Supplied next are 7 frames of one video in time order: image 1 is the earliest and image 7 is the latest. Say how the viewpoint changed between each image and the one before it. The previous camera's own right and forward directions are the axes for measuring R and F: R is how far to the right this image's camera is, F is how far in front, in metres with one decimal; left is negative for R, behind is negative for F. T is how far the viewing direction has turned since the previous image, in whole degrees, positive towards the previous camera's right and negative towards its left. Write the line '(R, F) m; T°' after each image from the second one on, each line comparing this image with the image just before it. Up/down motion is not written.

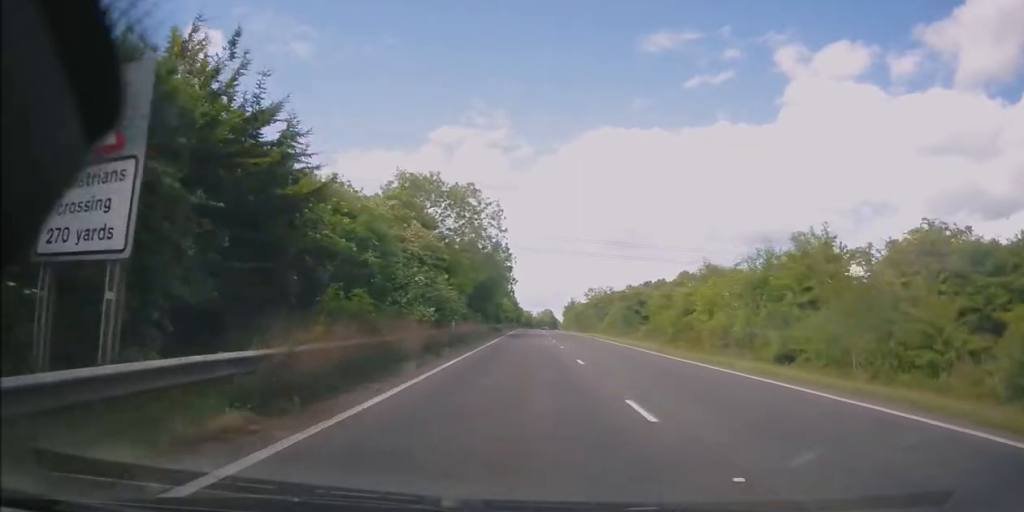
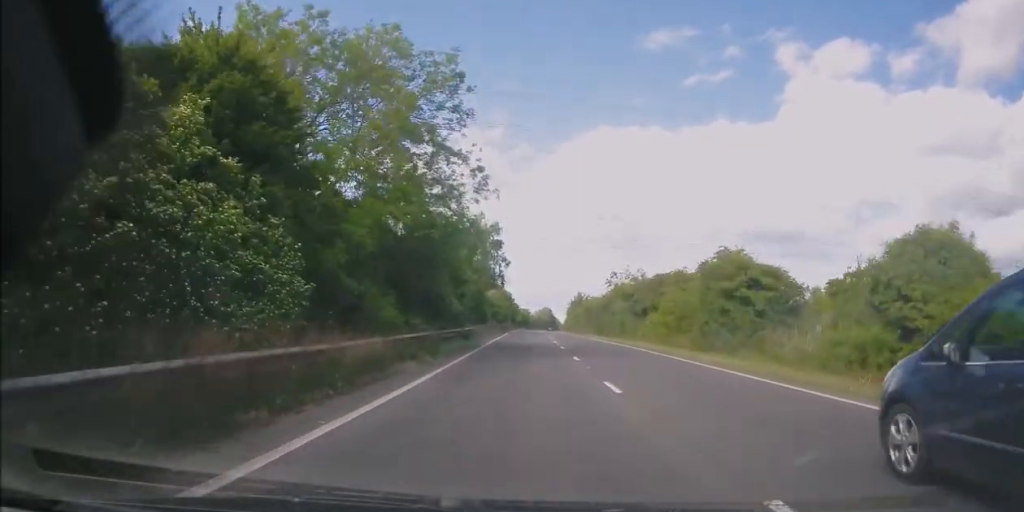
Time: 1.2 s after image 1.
(+0.1, +27.1) m; 0°
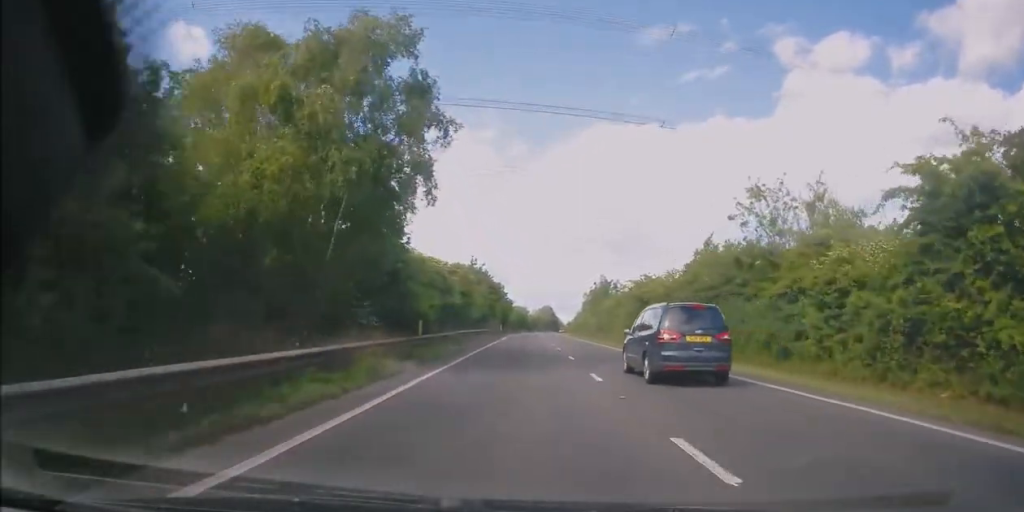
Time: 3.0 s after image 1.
(+0.1, +41.5) m; 0°
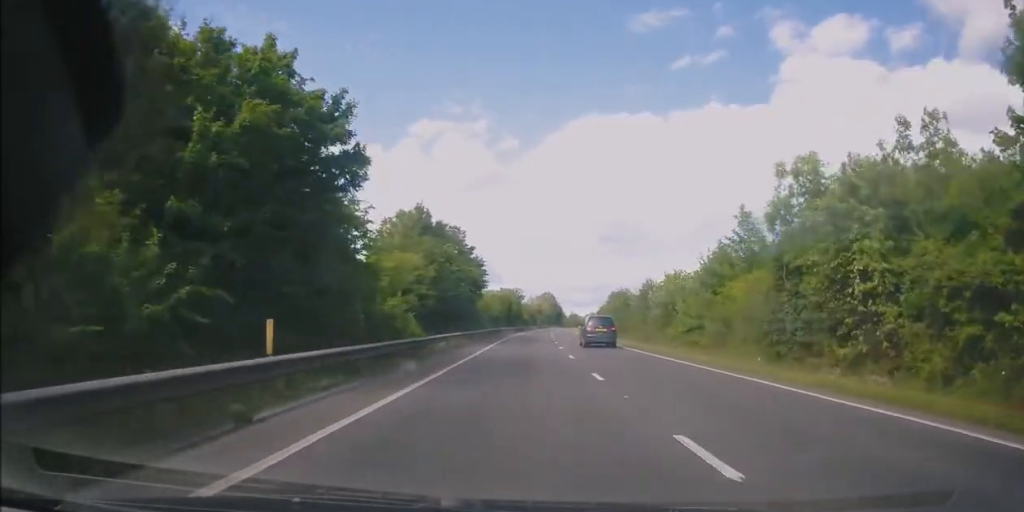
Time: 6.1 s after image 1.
(+0.2, +70.3) m; +2°
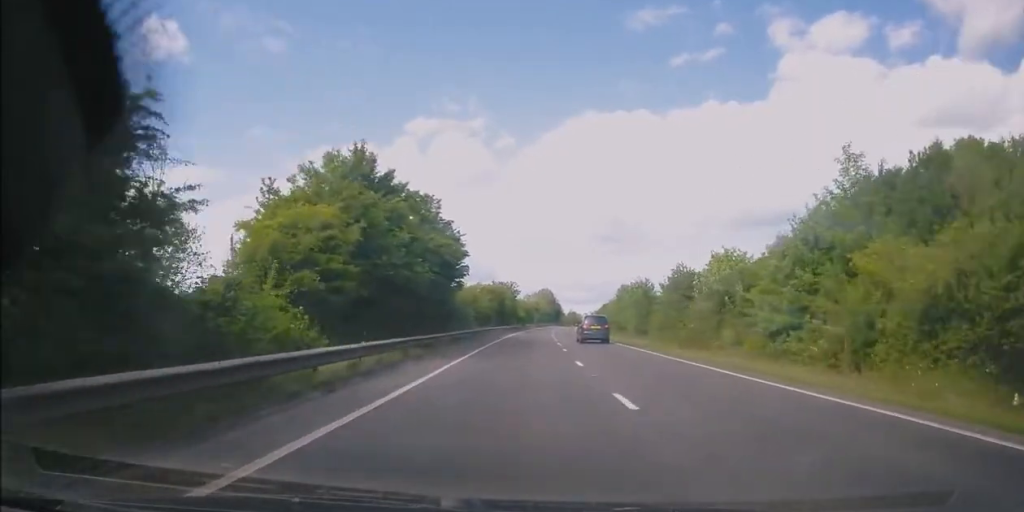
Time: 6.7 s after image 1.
(+0.1, +13.8) m; 0°
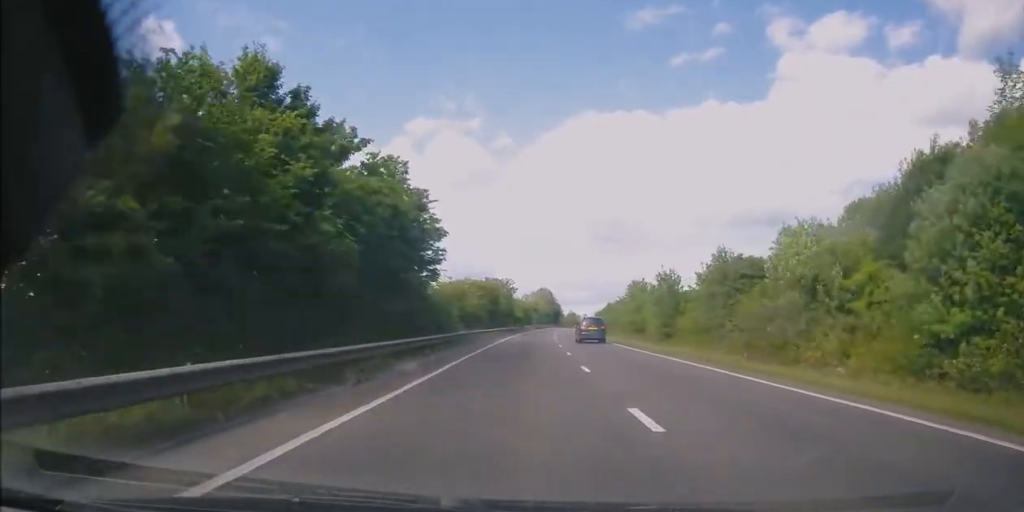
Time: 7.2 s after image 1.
(0.0, +10.8) m; 0°
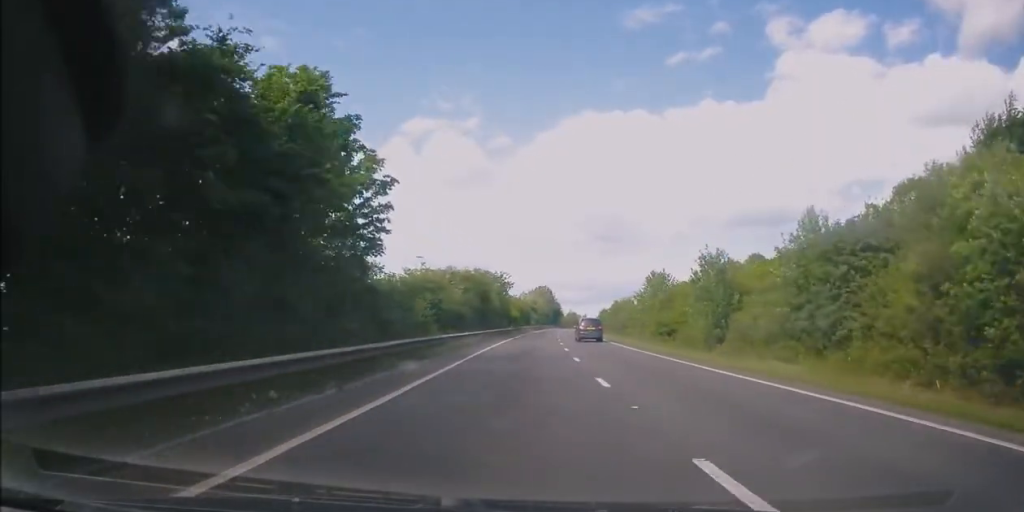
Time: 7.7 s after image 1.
(0.0, +12.3) m; 0°
